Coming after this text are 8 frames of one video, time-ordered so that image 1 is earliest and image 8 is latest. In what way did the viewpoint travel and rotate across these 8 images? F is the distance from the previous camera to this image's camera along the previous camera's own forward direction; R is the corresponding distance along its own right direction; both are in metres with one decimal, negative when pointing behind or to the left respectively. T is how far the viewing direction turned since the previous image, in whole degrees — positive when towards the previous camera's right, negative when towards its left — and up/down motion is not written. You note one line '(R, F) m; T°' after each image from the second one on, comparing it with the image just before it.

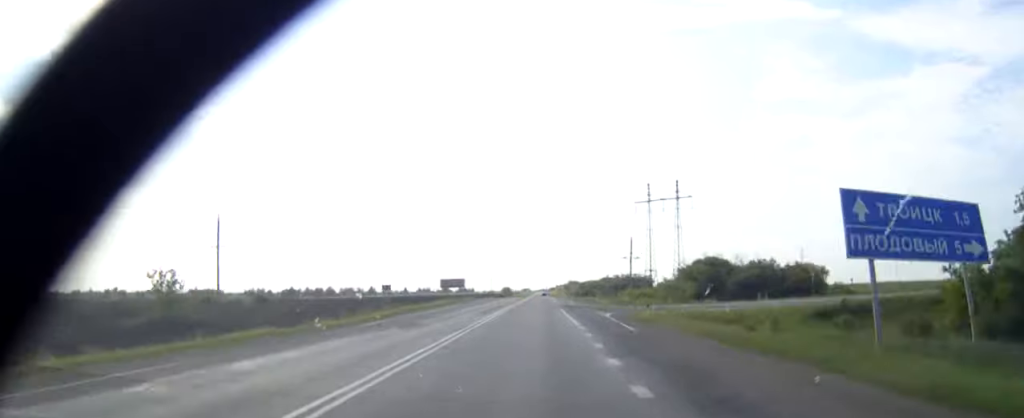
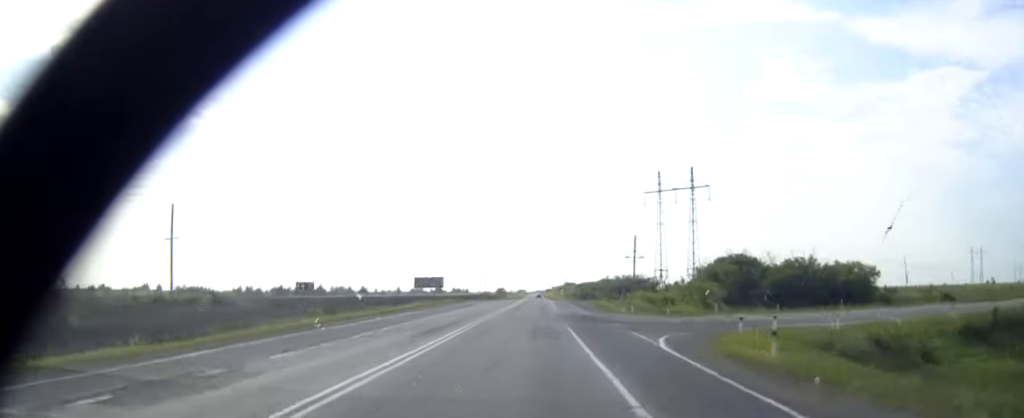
(0.0, +20.5) m; 0°
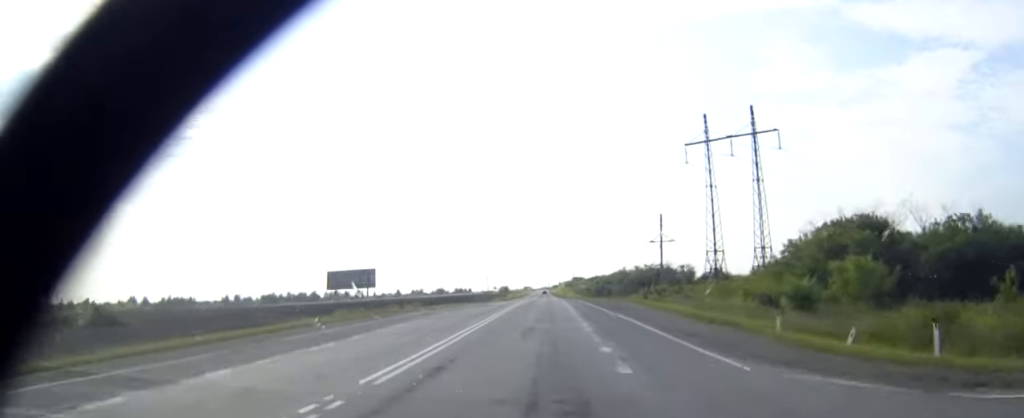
(-0.1, +43.0) m; 0°
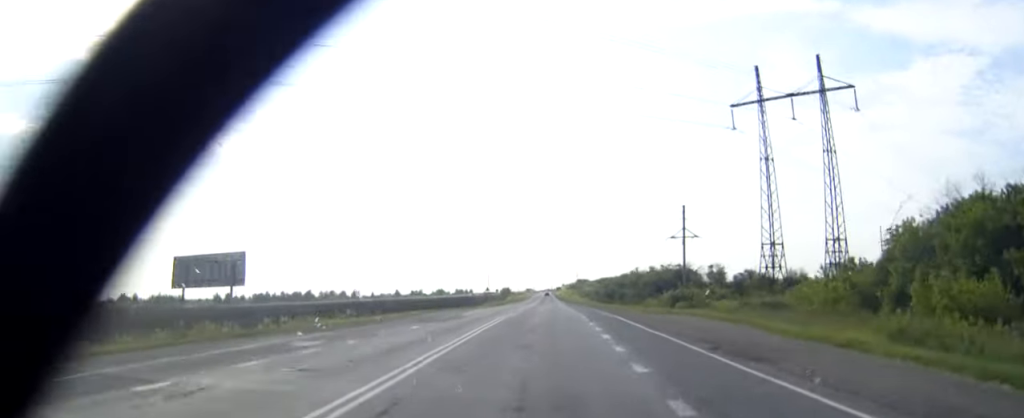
(0.0, +25.8) m; 0°
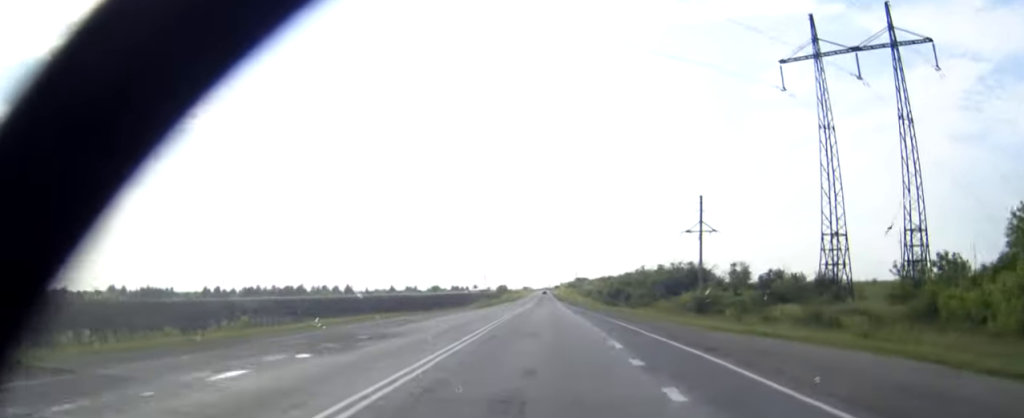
(0.0, +18.3) m; 0°
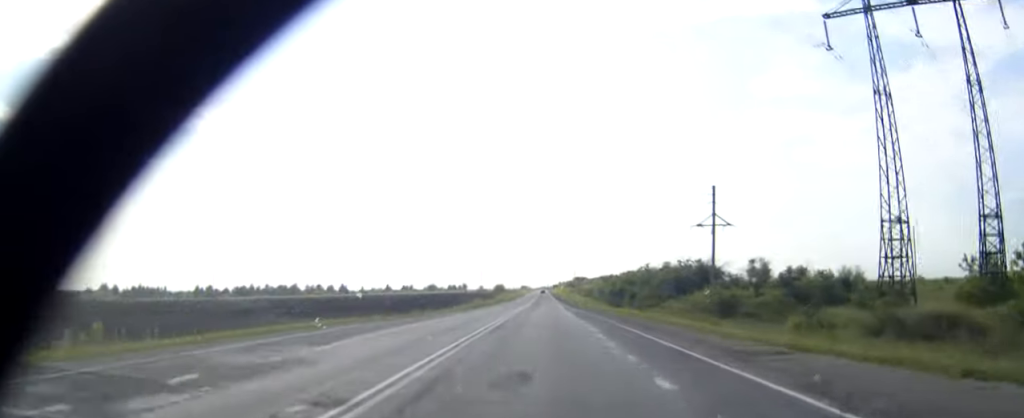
(0.0, +12.2) m; 0°
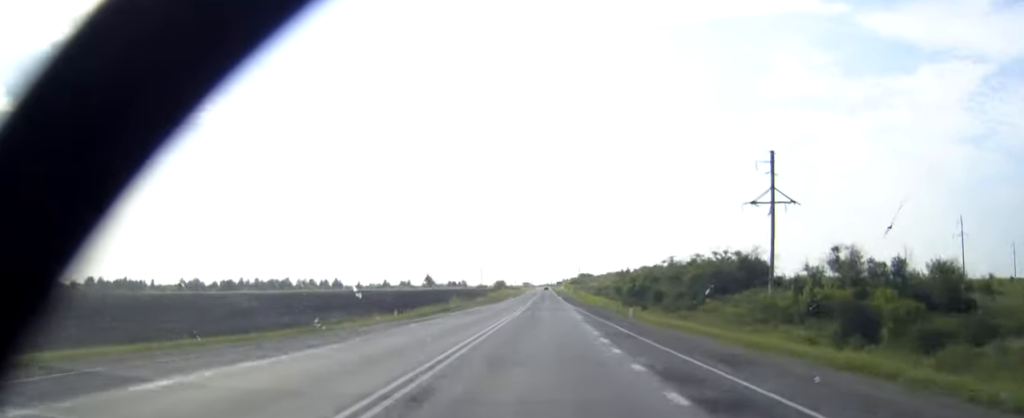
(+0.1, +32.0) m; 0°
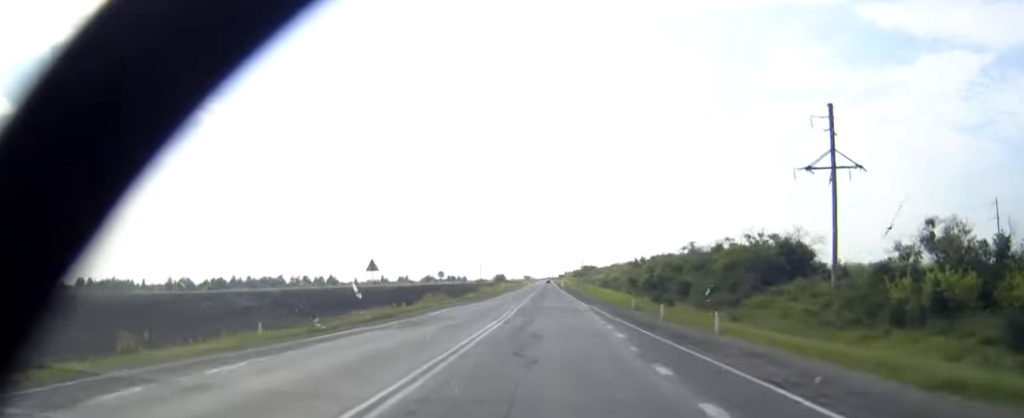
(0.0, +21.4) m; 0°
